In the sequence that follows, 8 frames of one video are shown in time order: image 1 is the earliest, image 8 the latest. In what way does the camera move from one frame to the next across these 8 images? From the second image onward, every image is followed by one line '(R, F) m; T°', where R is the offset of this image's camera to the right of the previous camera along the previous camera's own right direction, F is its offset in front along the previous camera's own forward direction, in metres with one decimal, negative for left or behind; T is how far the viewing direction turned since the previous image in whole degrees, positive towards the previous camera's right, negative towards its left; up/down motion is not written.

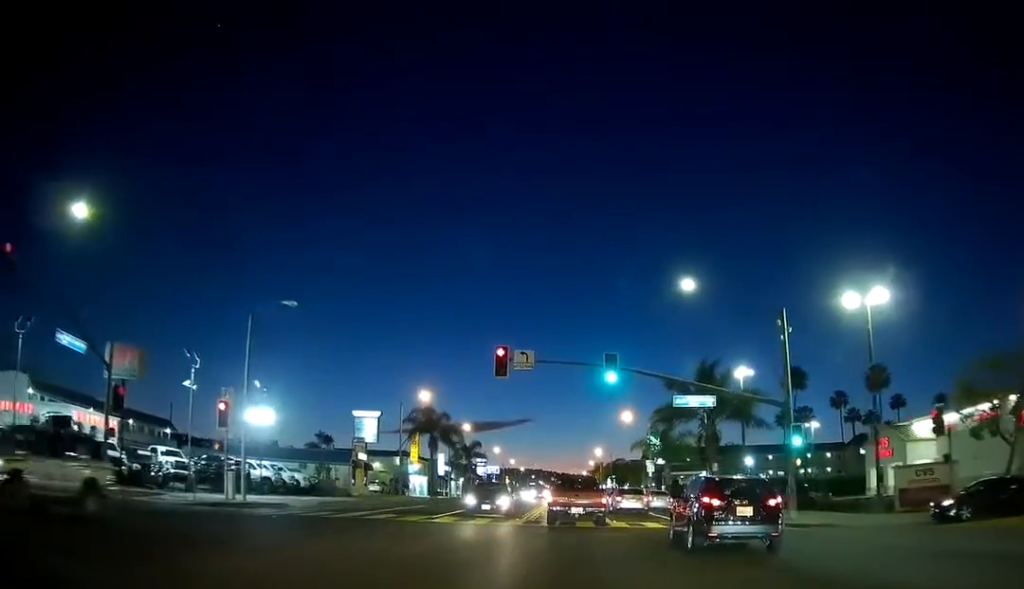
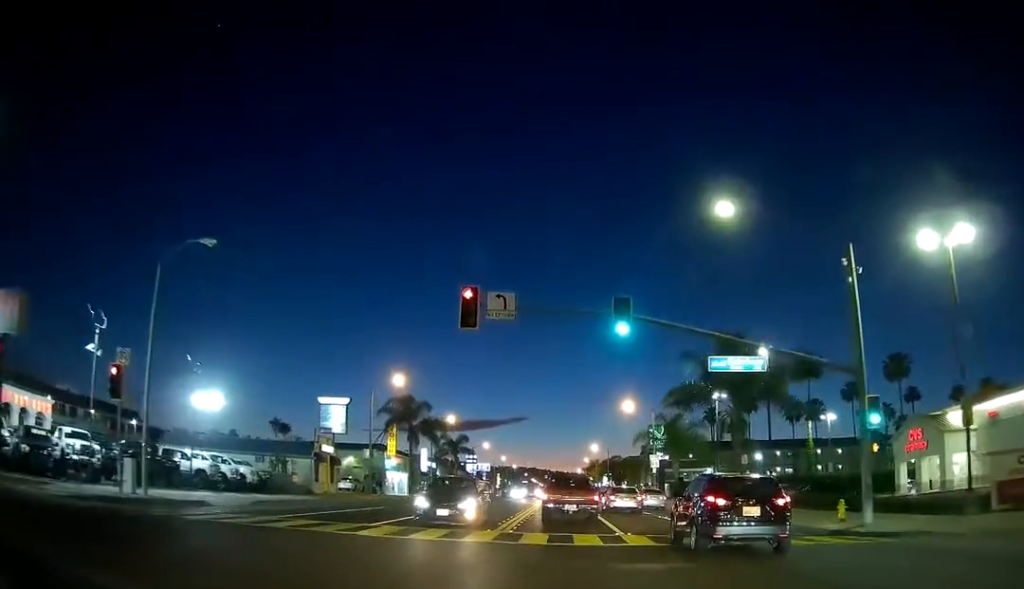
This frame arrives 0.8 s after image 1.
(-0.2, +8.9) m; -1°
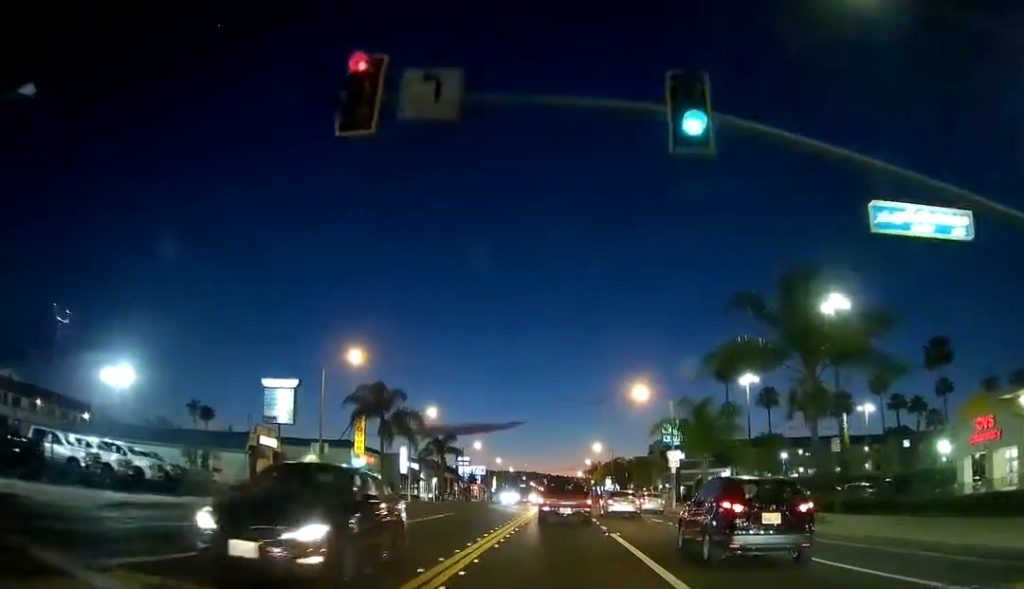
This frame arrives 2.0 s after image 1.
(0.0, +12.6) m; +1°
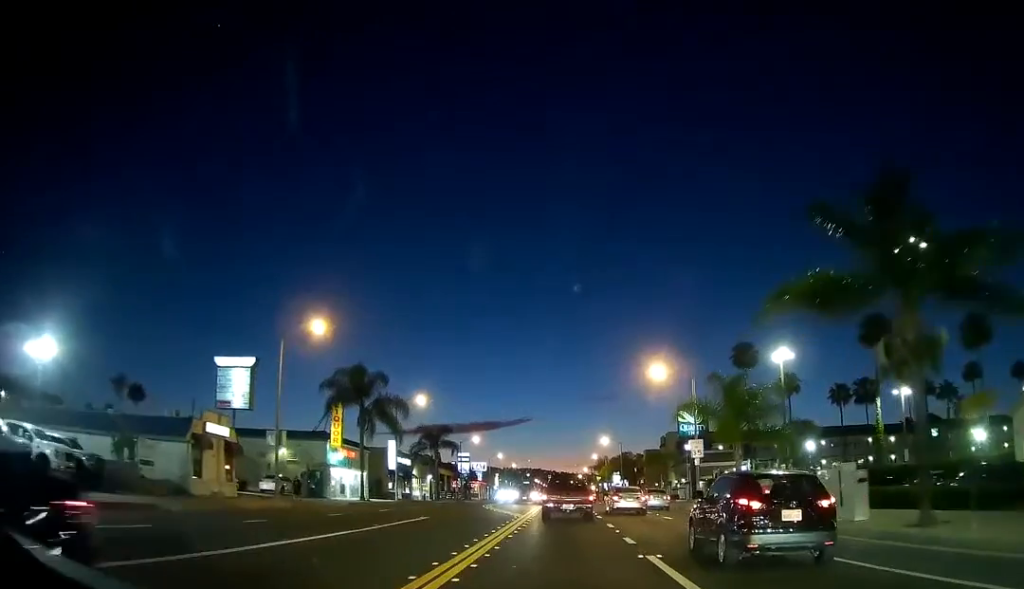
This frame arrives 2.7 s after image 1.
(+0.2, +8.6) m; 0°
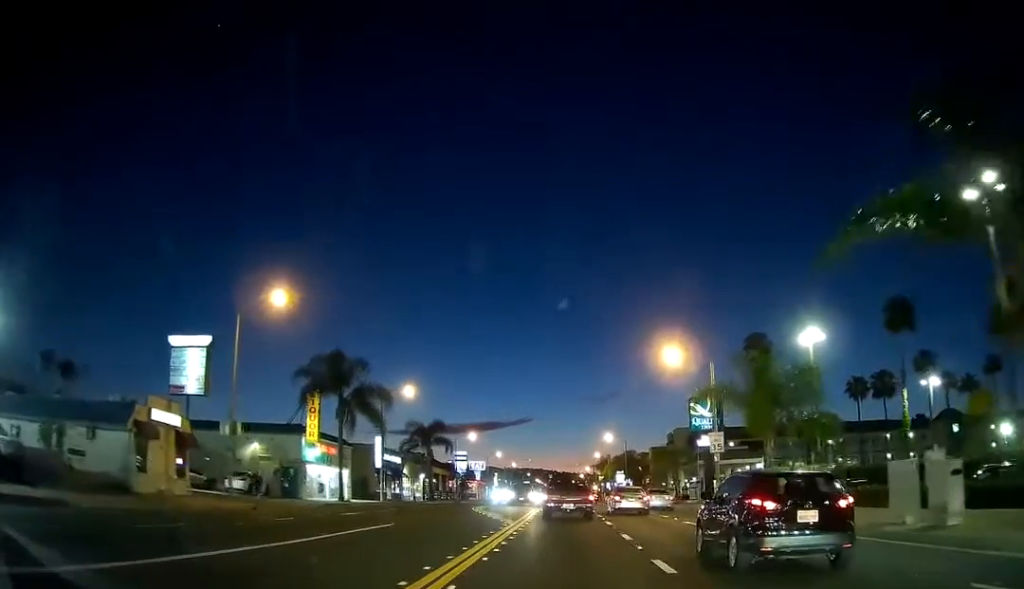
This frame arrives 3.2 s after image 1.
(0.0, +6.0) m; 0°
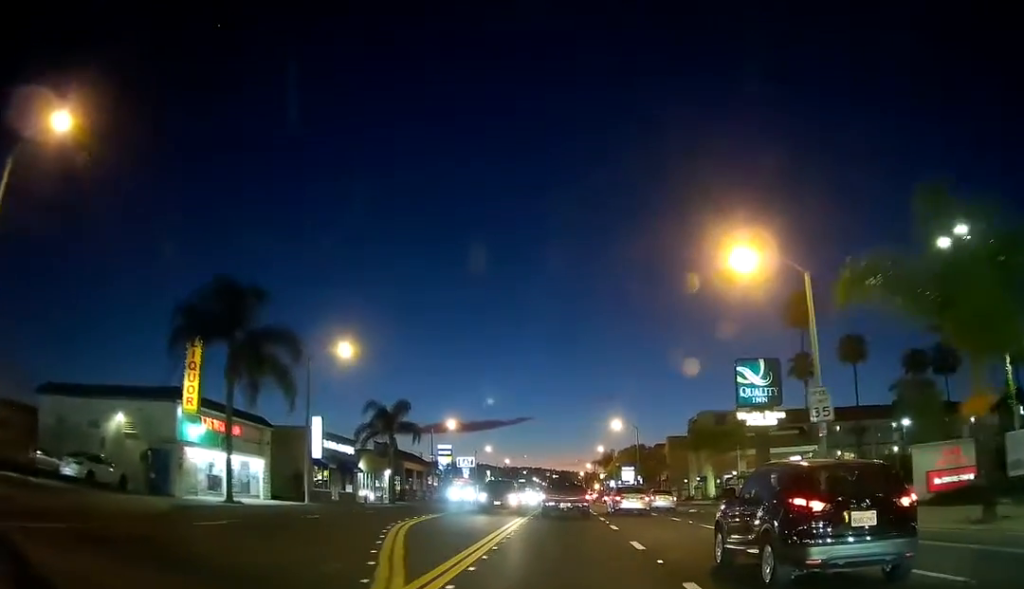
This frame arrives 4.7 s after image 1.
(-0.3, +19.0) m; -1°
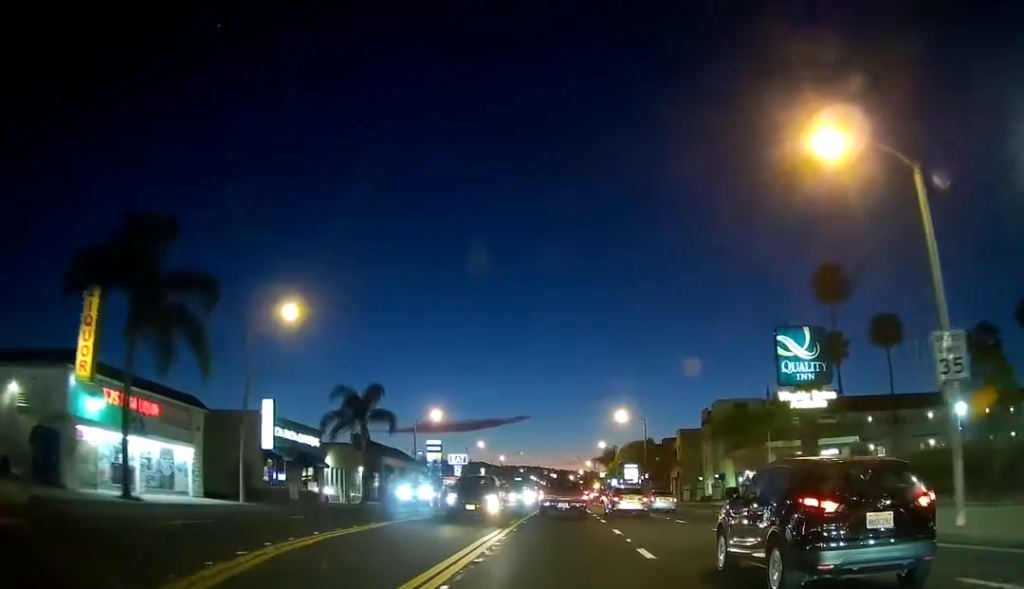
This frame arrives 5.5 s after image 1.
(0.0, +9.8) m; 0°
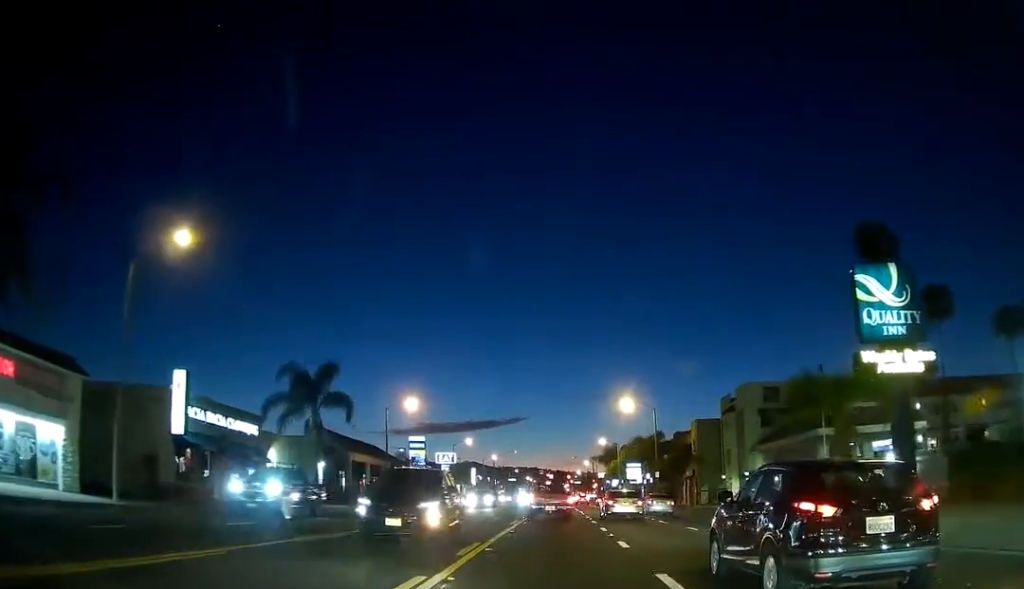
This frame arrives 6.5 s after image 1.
(0.0, +12.0) m; 0°
